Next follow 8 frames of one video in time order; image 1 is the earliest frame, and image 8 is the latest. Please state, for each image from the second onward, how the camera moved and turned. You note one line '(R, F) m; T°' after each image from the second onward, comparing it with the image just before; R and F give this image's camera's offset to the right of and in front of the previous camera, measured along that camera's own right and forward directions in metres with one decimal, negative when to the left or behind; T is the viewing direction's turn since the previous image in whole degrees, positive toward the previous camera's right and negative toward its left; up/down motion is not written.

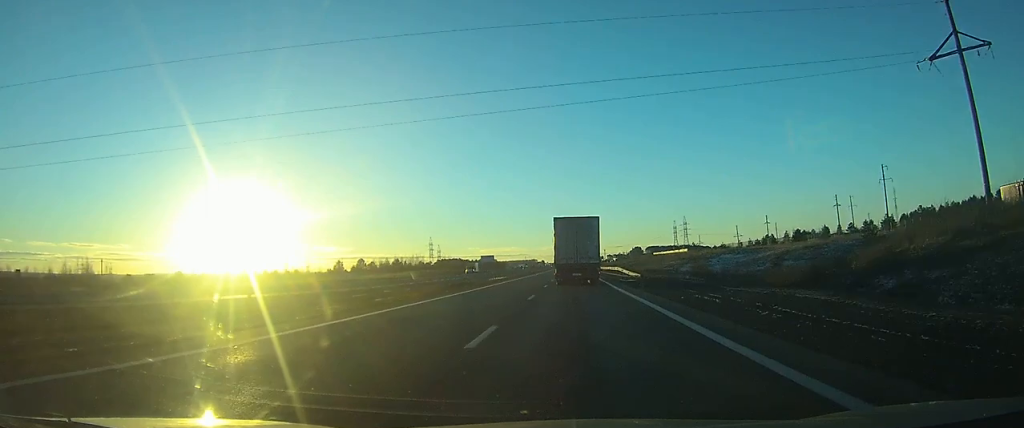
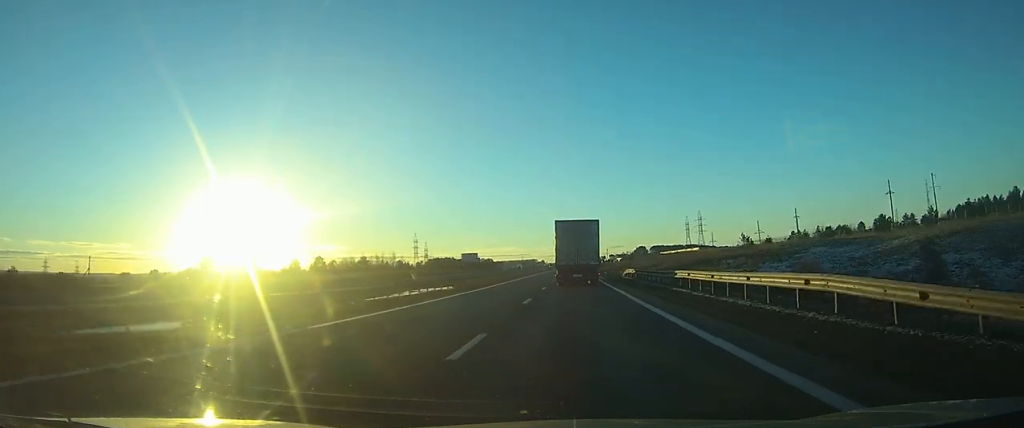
(+0.2, +48.0) m; 0°
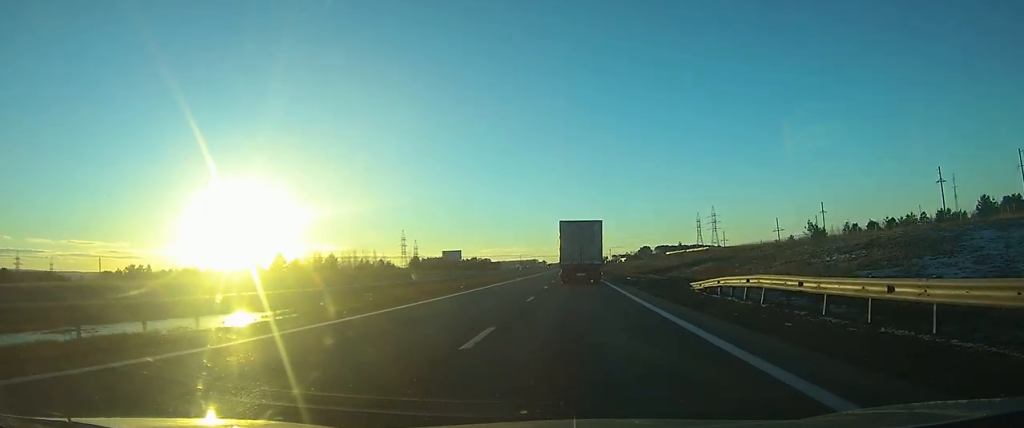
(+0.1, +36.7) m; 0°
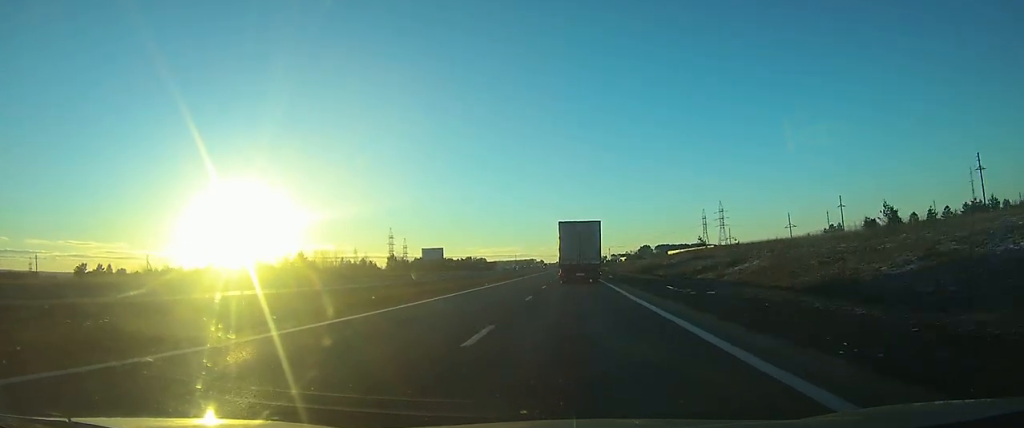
(-0.1, +24.7) m; 0°
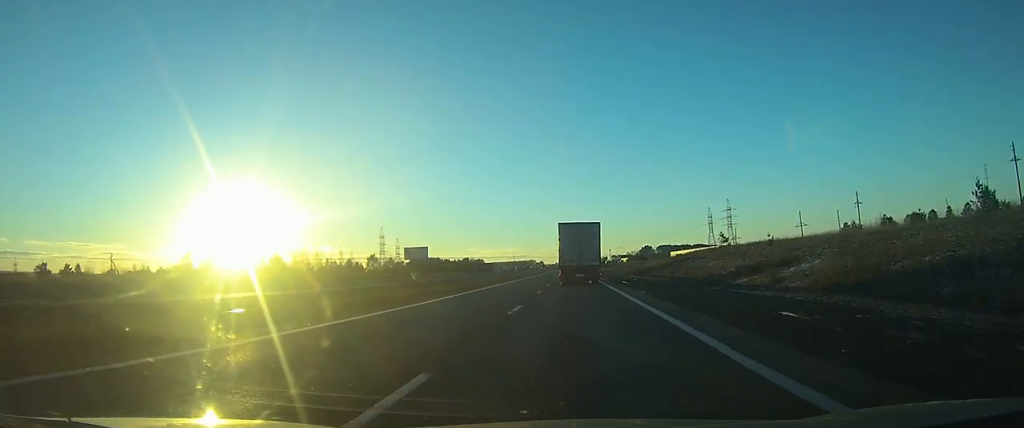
(-0.1, +17.8) m; 0°
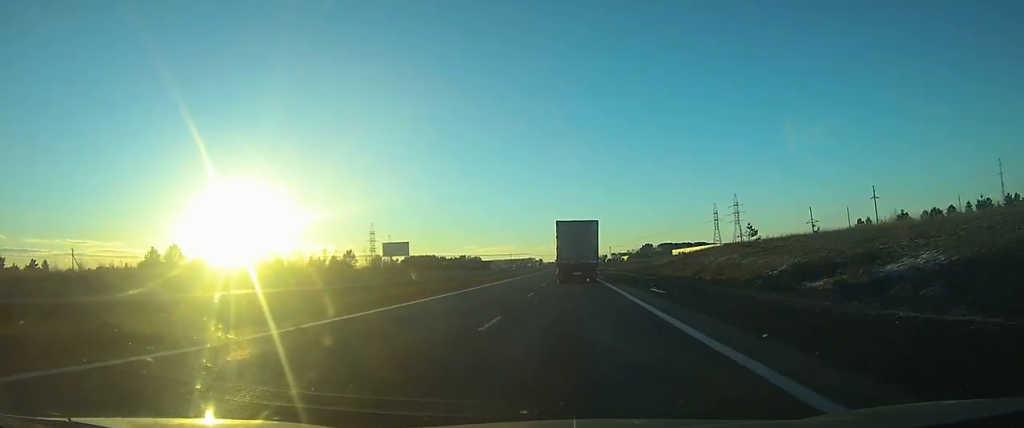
(0.0, +16.1) m; 0°
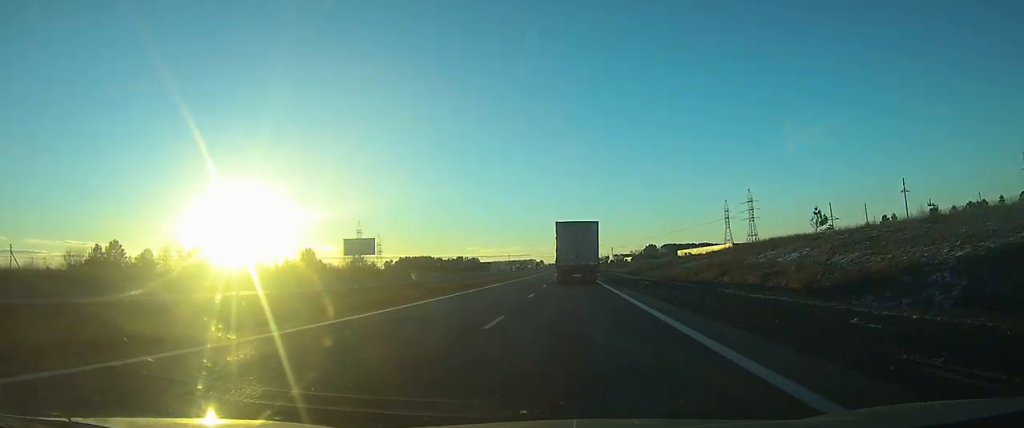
(+0.1, +22.7) m; 0°
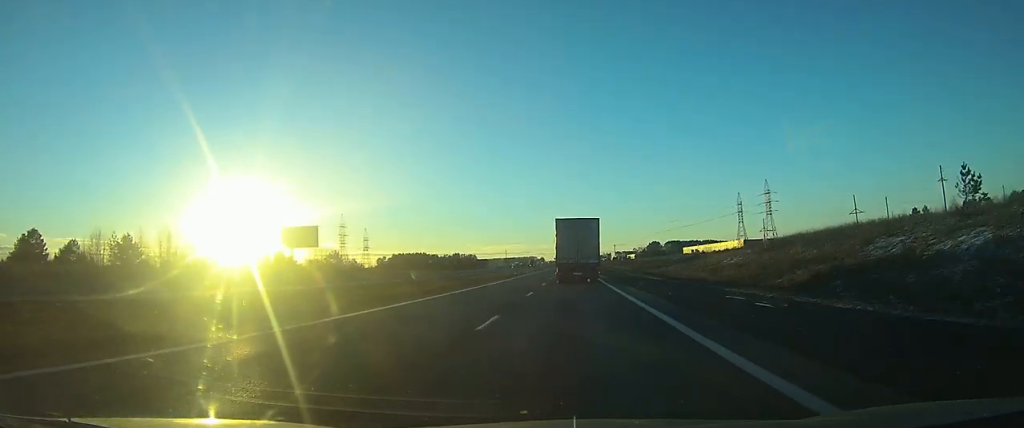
(+0.1, +23.5) m; 0°
